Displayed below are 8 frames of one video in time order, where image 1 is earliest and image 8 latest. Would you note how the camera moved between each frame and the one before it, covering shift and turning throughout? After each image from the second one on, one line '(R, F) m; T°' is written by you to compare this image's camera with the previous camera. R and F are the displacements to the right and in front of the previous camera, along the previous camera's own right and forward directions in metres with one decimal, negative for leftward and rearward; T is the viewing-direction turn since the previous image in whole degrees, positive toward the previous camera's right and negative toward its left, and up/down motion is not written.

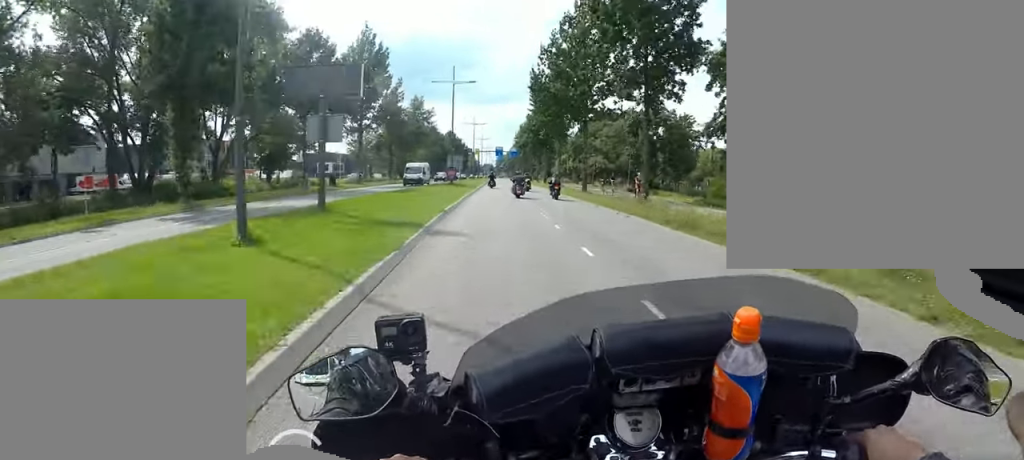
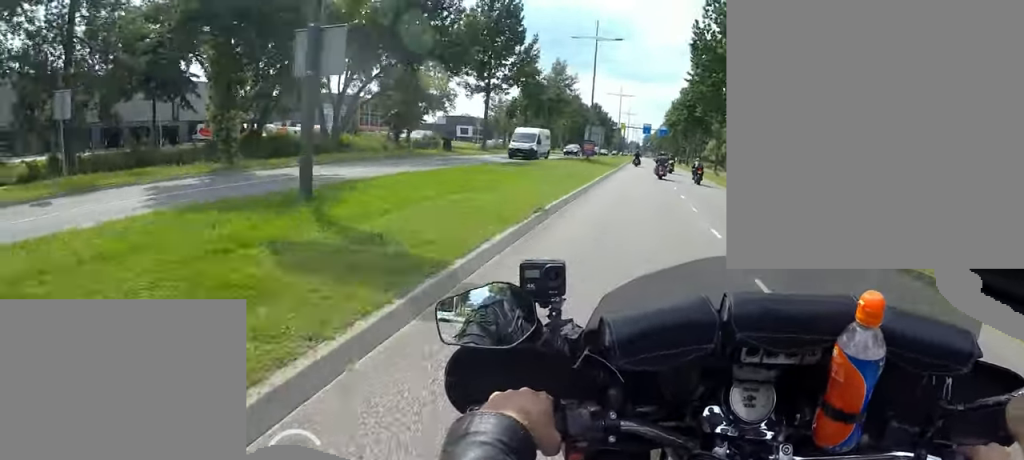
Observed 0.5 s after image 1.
(0.0, +7.9) m; 0°
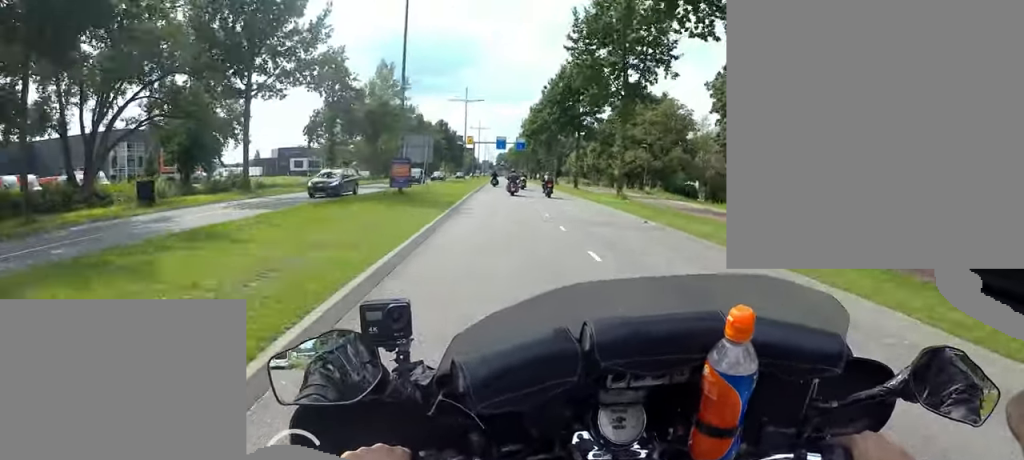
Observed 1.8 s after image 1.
(0.0, +18.2) m; 0°
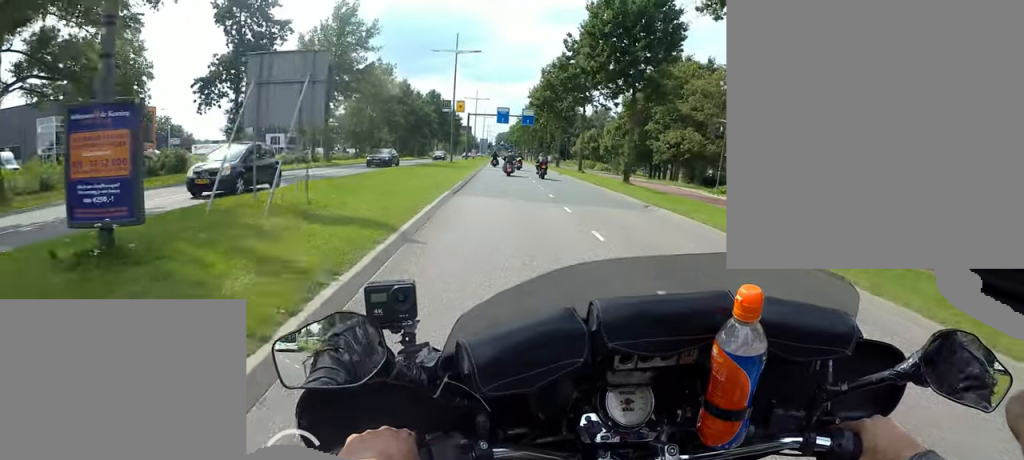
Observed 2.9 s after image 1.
(0.0, +16.2) m; 0°
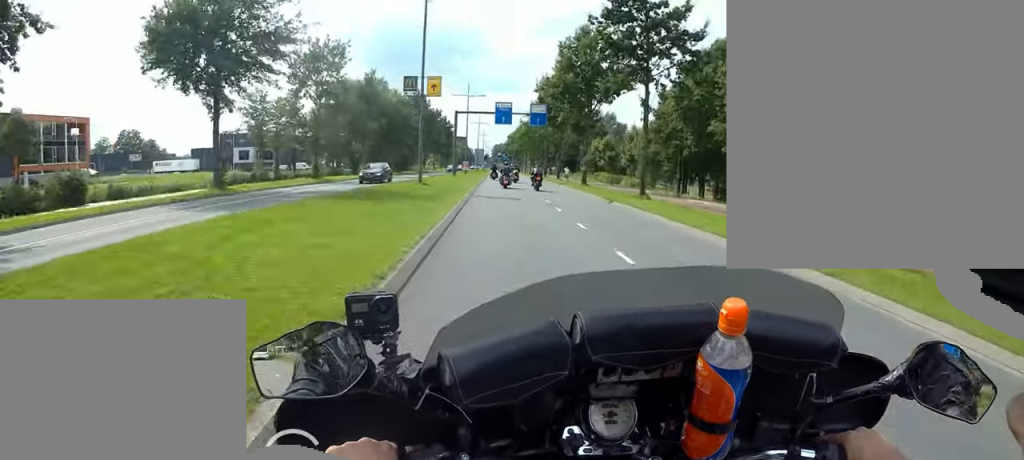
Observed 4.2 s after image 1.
(0.0, +17.2) m; 0°
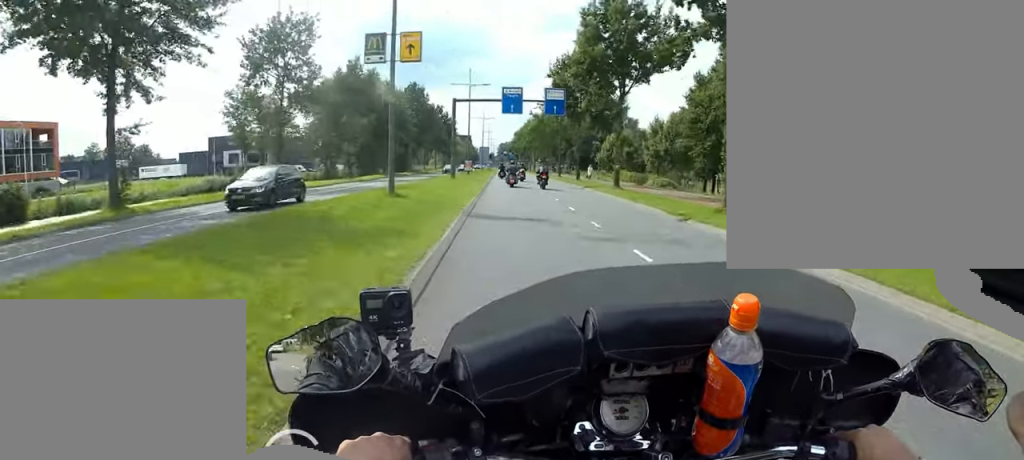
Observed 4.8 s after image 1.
(0.0, +8.2) m; 0°
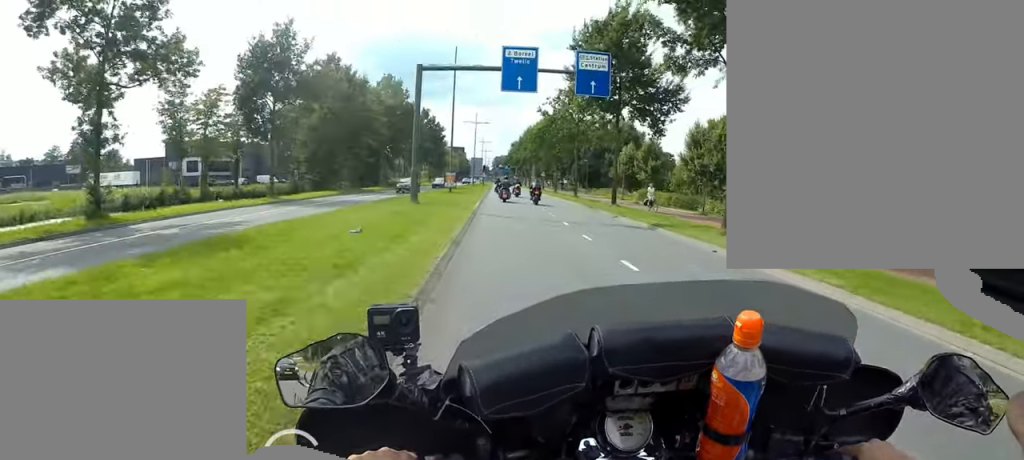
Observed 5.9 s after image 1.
(0.0, +15.0) m; +3°
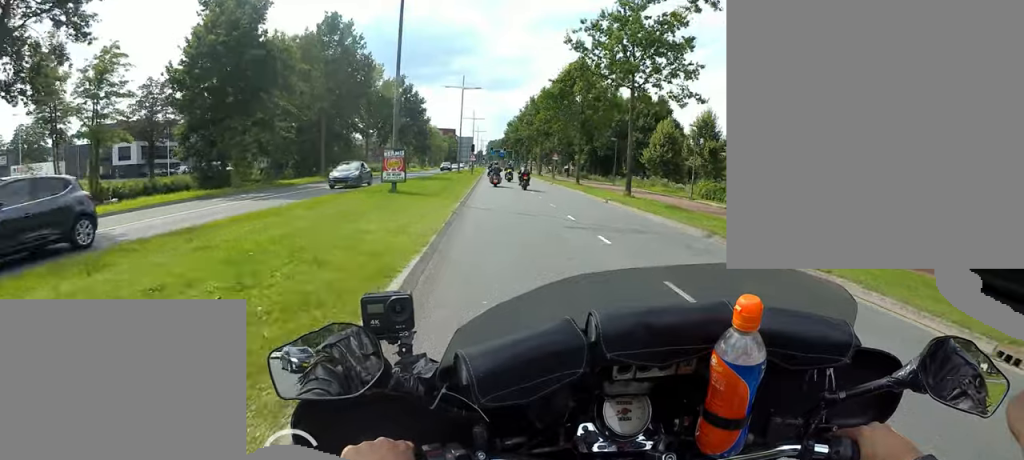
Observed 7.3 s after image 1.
(+1.5, +18.6) m; +3°
